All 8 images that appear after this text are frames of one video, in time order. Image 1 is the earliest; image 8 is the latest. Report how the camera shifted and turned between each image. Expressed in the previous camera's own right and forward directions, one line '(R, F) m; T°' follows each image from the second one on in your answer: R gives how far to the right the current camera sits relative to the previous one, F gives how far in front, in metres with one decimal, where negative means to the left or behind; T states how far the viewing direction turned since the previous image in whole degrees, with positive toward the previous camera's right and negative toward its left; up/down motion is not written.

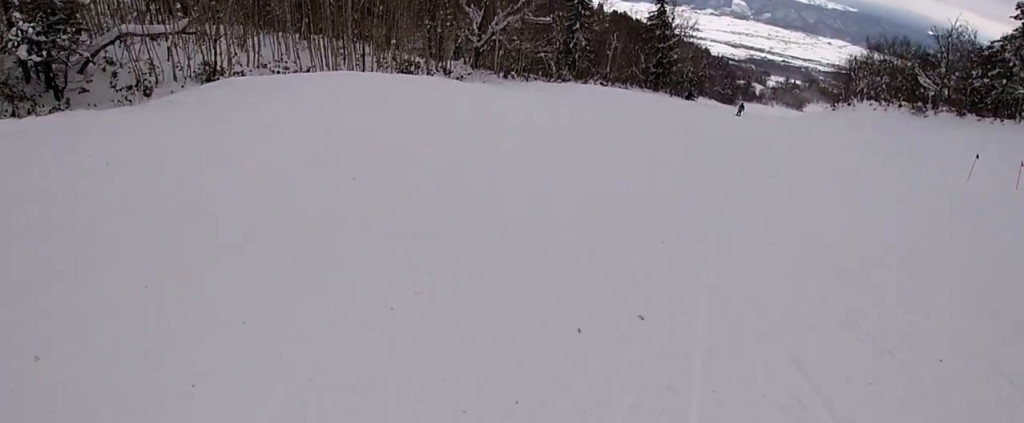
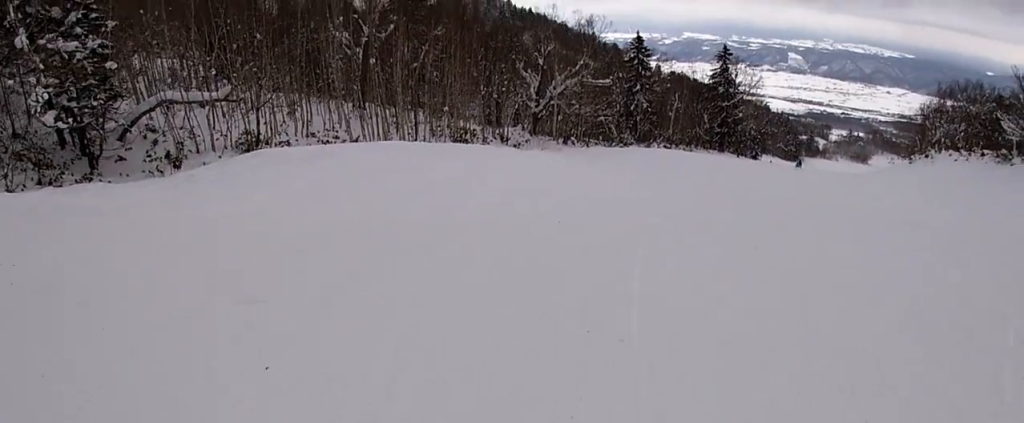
(0.0, +4.0) m; +1°
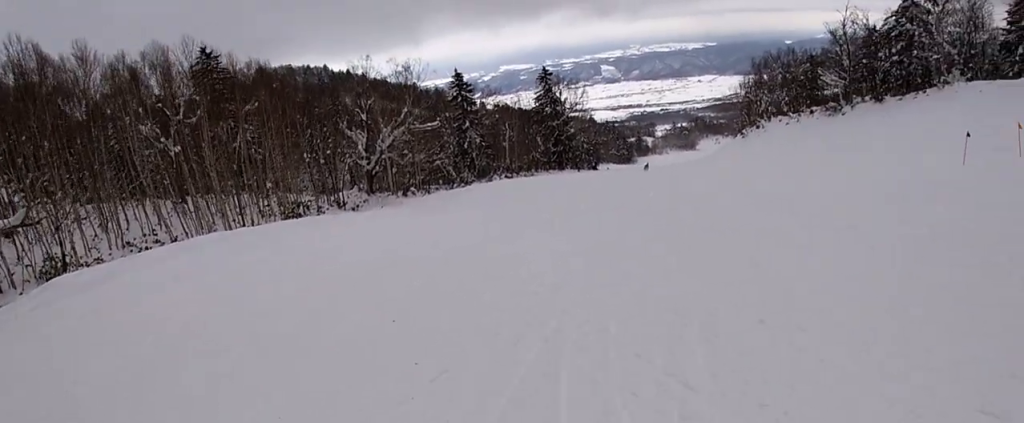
(0.0, +3.2) m; +8°
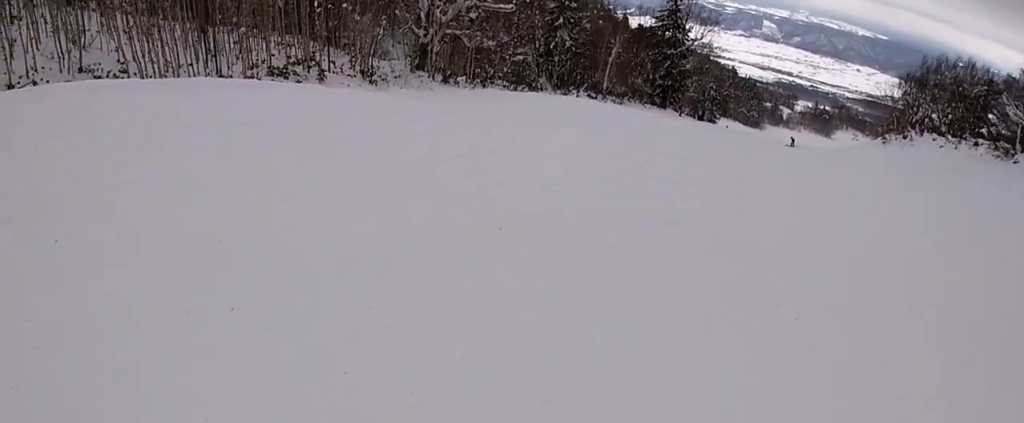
(+0.5, +12.5) m; -24°
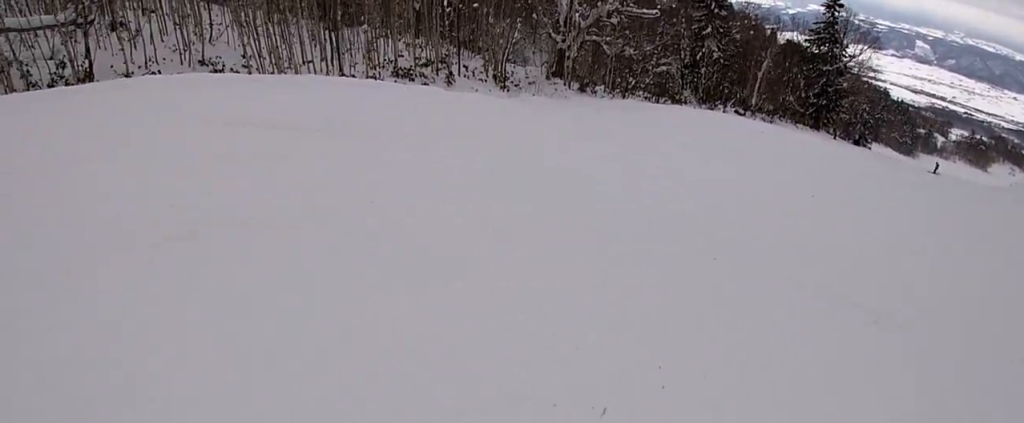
(-0.7, +3.7) m; +12°
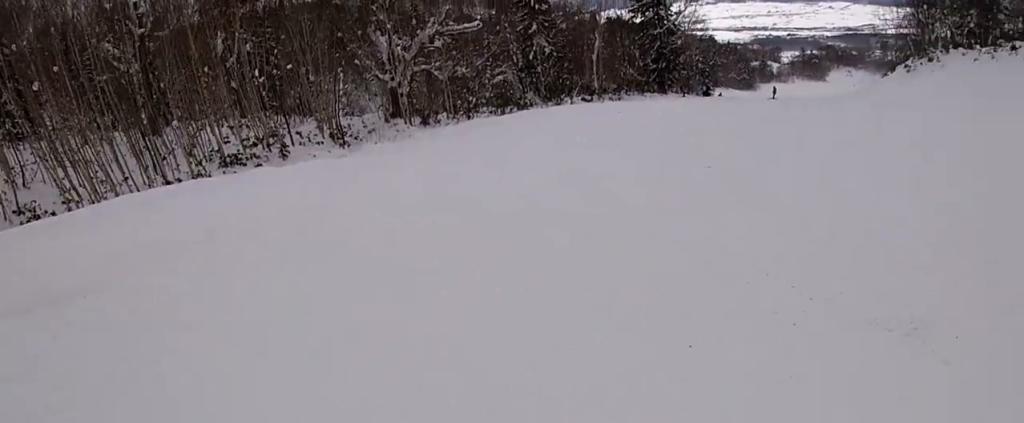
(+0.6, +3.2) m; +10°
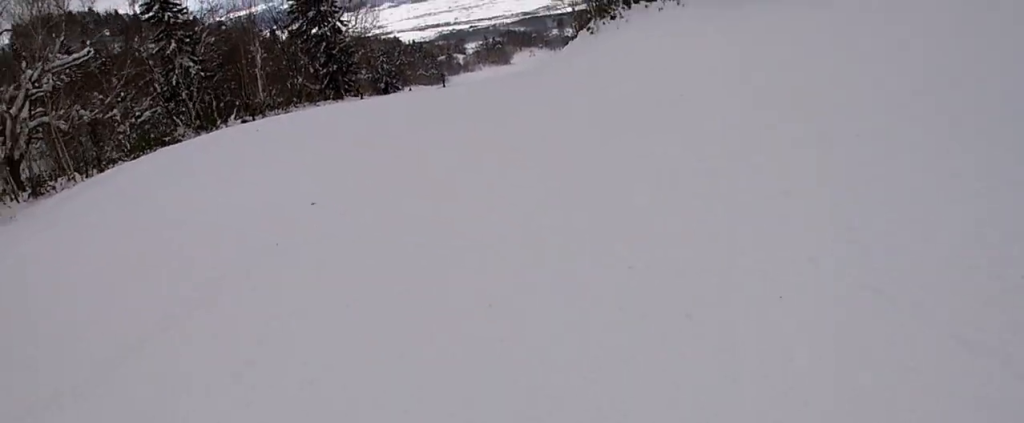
(+0.9, +8.1) m; +11°
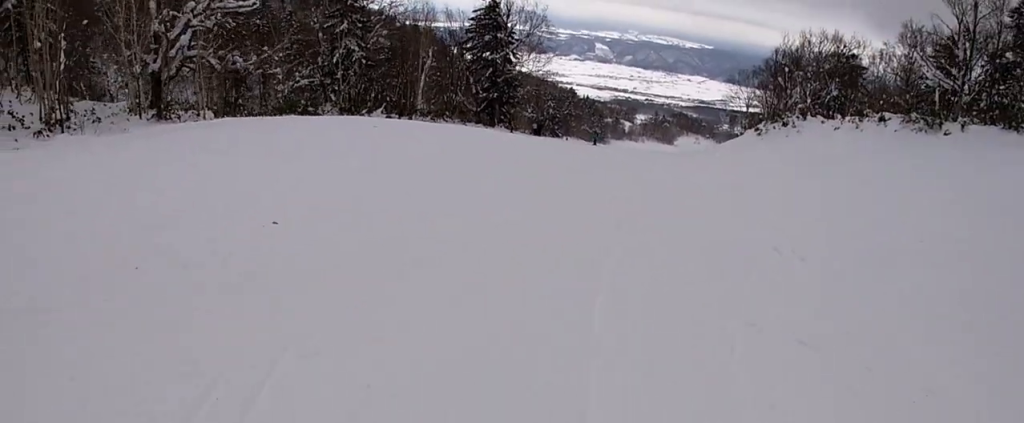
(+0.4, +2.6) m; -8°
